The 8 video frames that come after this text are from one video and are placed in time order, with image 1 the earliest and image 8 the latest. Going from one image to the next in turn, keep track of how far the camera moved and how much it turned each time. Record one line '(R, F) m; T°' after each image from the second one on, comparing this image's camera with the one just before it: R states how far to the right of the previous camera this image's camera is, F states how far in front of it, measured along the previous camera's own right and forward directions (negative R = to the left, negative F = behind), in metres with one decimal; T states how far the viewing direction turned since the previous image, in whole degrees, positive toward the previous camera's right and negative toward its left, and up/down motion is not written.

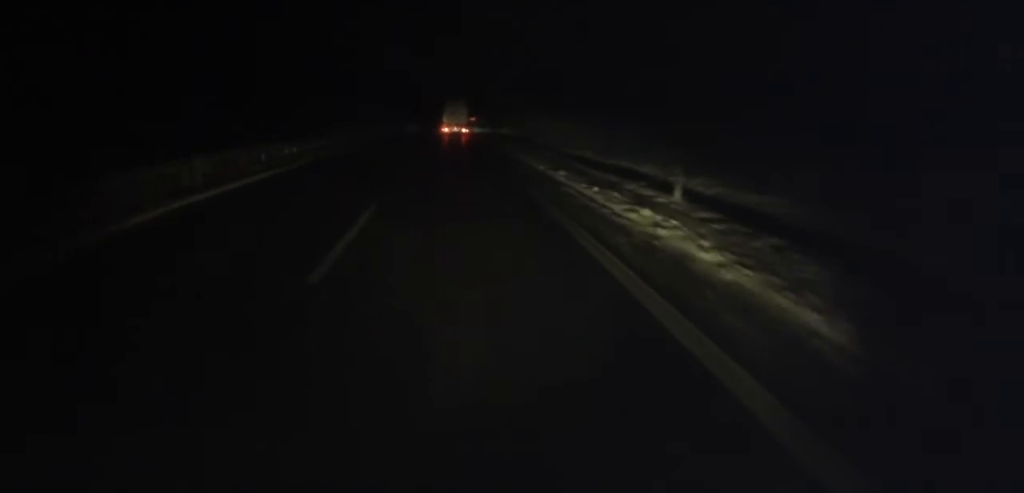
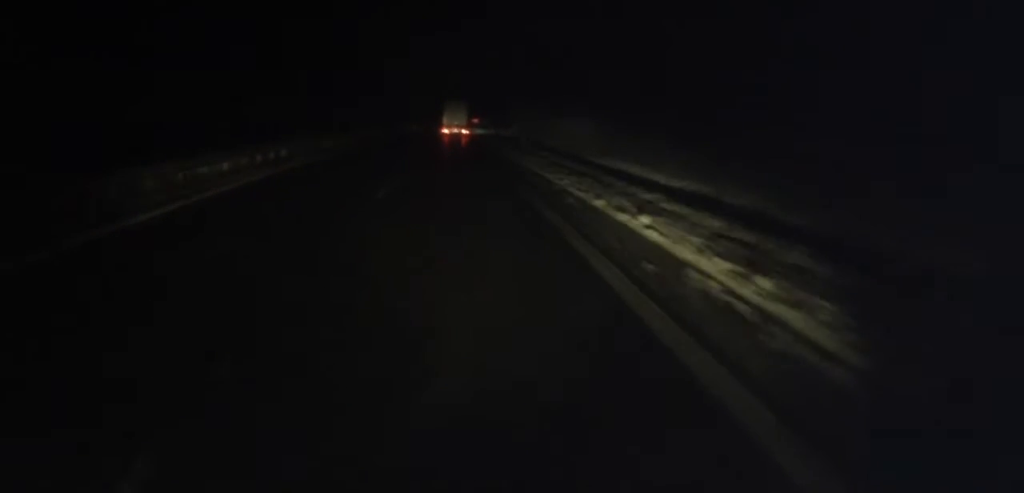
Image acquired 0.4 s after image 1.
(-0.1, +10.2) m; +1°
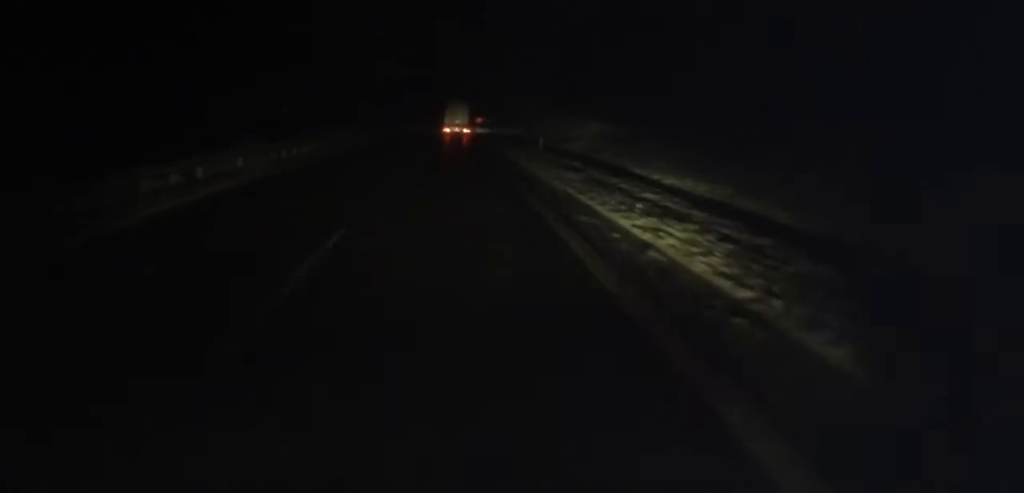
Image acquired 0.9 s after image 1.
(+0.2, +10.1) m; 0°
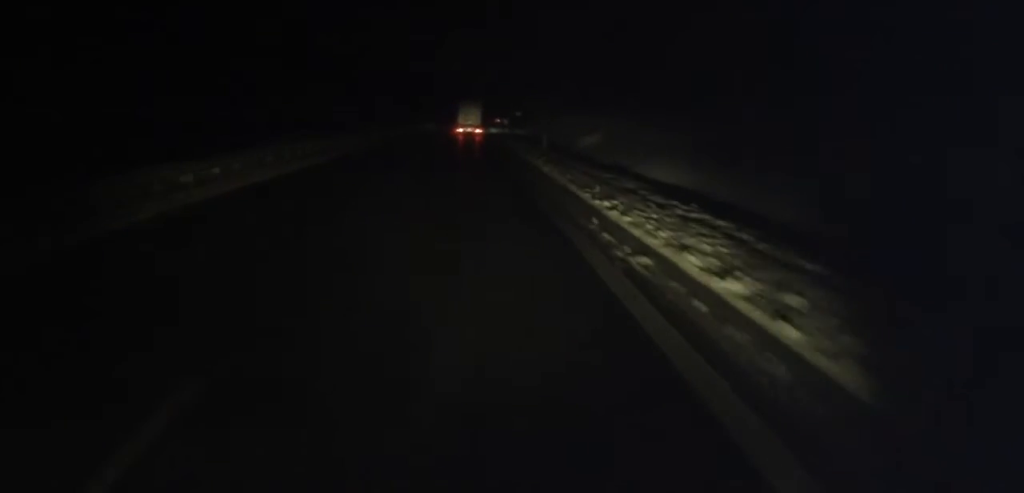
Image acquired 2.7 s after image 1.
(-0.1, +41.8) m; 0°
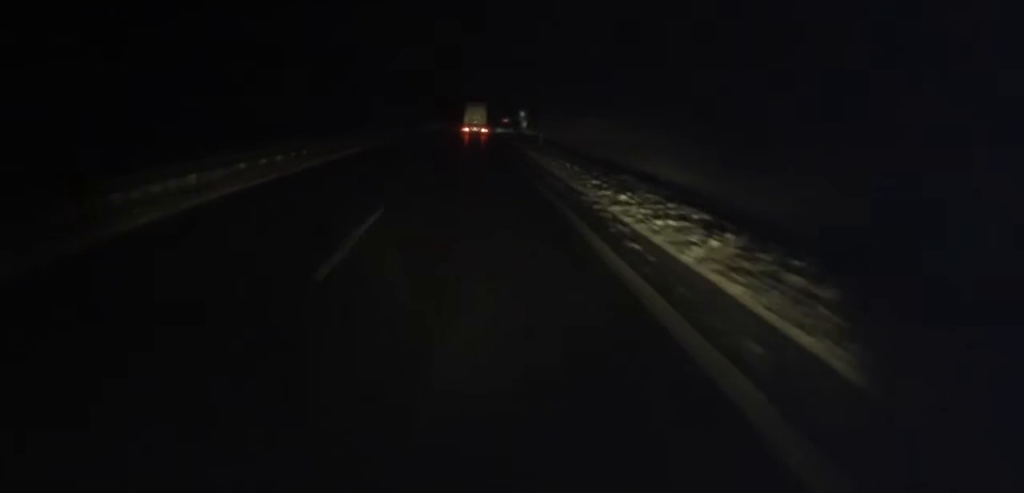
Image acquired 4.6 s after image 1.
(-0.1, +43.8) m; -1°
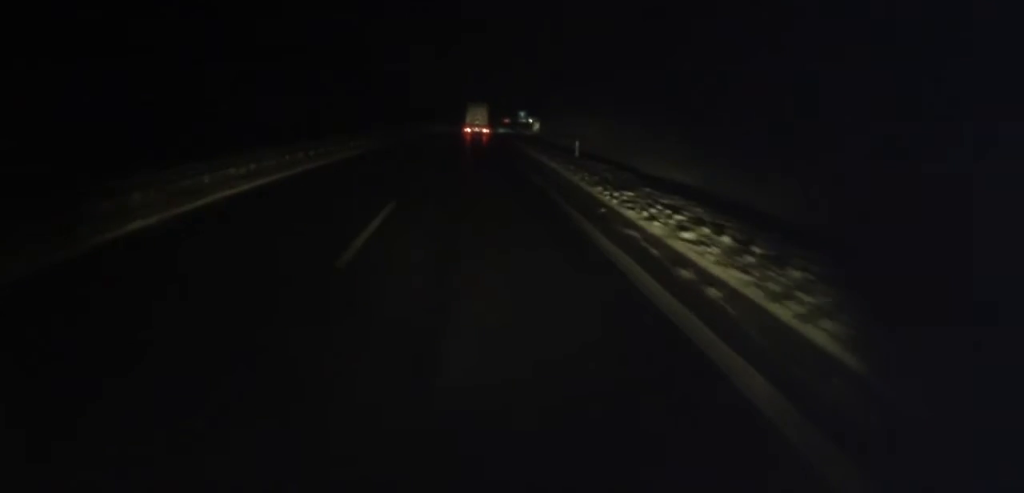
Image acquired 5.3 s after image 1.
(0.0, +17.0) m; +1°
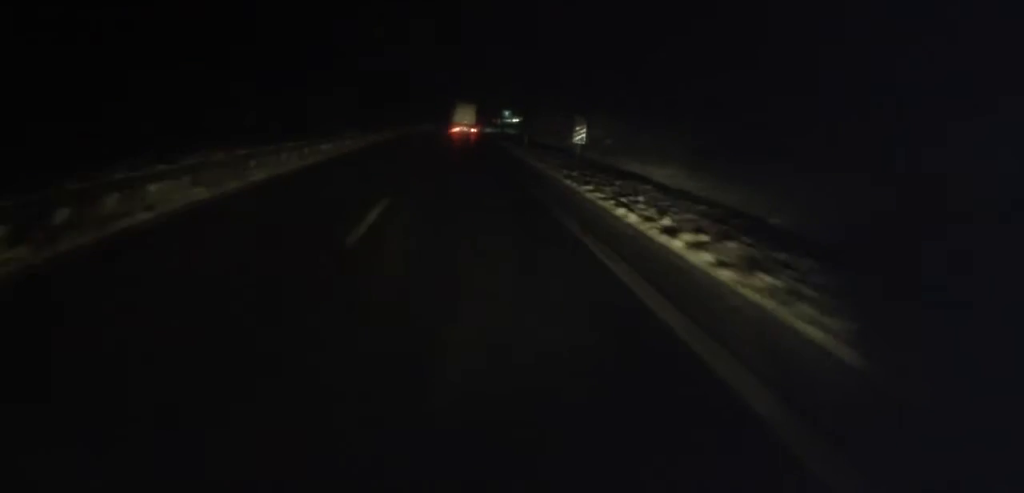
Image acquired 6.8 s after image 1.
(+0.7, +34.4) m; +1°
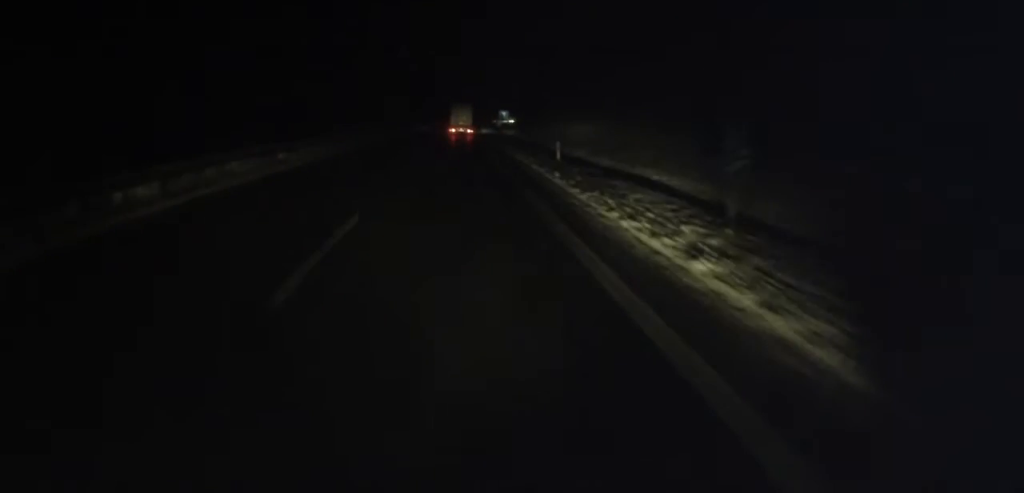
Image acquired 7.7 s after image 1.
(0.0, +21.1) m; 0°
